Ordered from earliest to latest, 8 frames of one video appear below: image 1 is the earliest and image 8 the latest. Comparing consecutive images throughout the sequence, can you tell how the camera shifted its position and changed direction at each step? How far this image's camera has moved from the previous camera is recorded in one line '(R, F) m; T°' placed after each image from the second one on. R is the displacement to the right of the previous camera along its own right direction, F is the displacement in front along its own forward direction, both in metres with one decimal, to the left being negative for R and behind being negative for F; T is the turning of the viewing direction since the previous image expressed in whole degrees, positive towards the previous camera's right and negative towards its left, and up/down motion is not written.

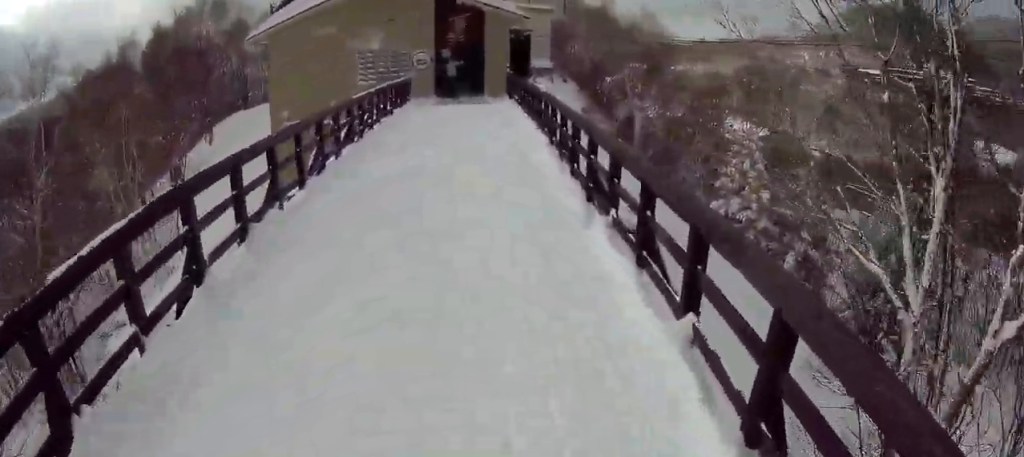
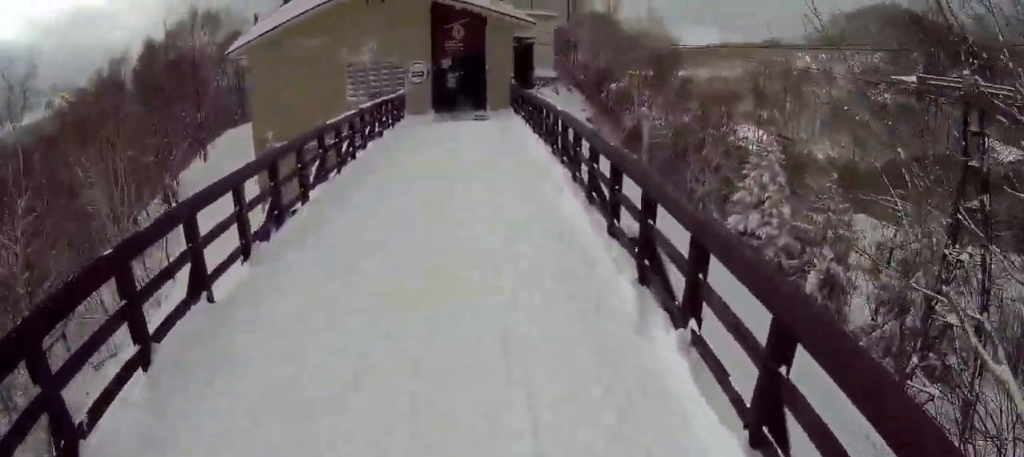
(0.0, +0.8) m; -9°
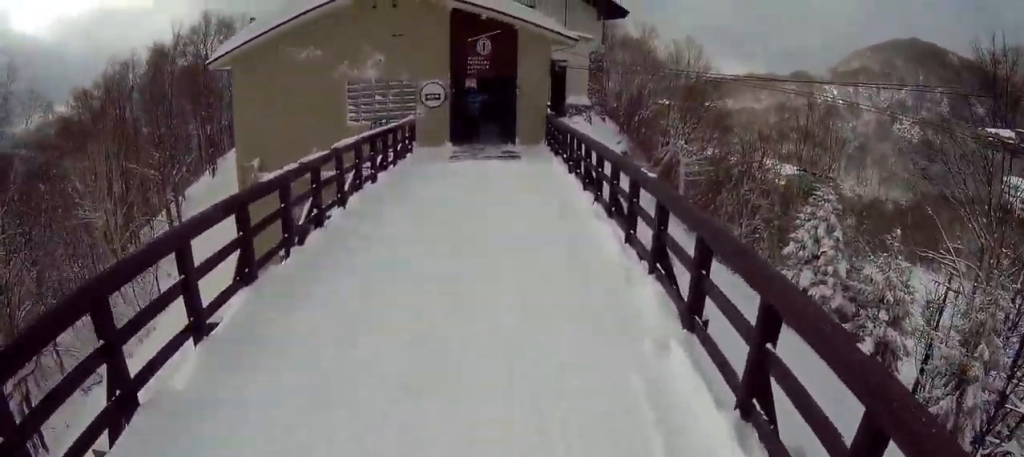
(-0.3, +2.2) m; +7°
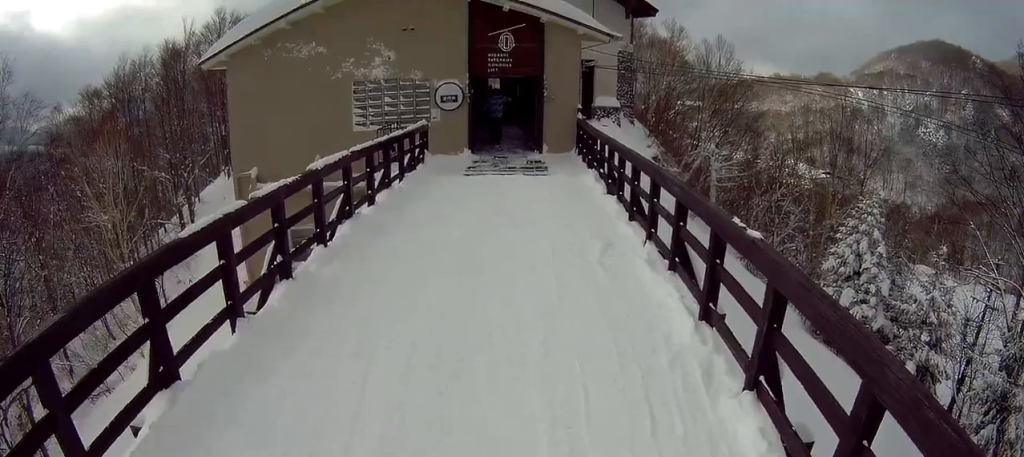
(0.0, +1.4) m; +3°
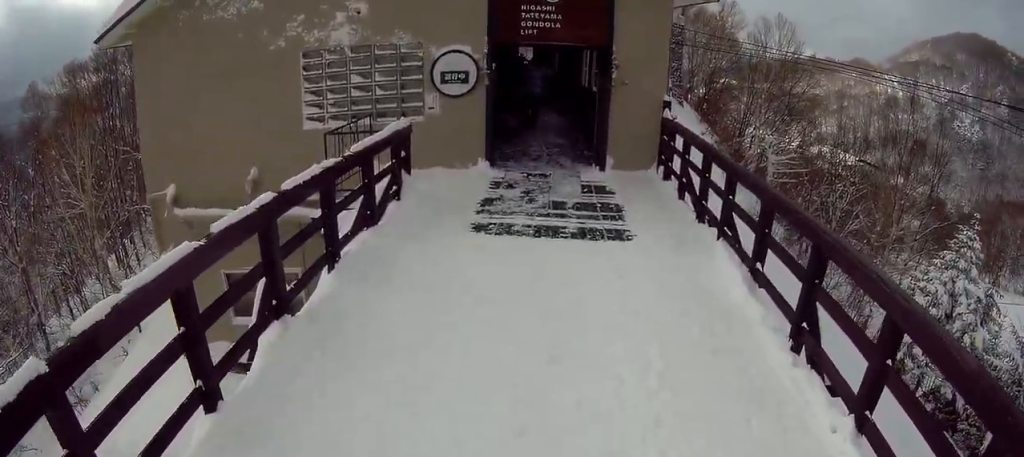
(-0.9, +7.0) m; -22°
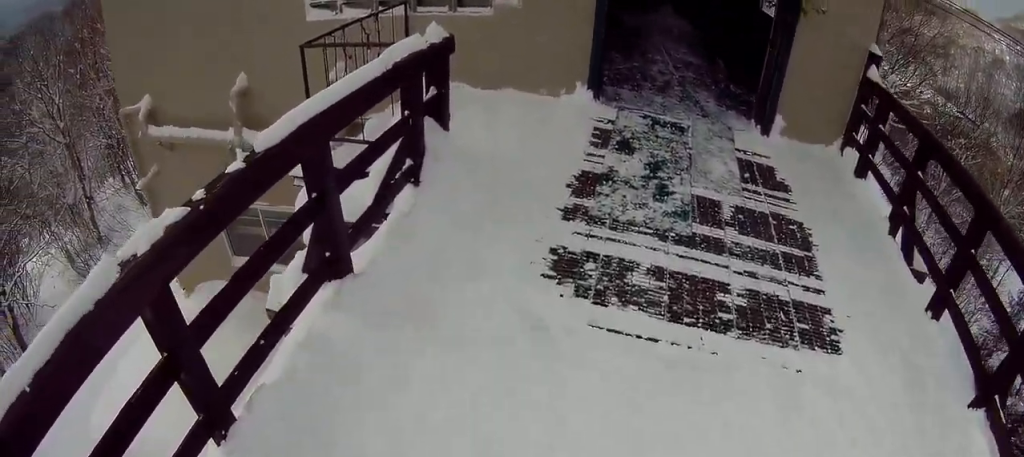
(-1.7, +8.8) m; -33°
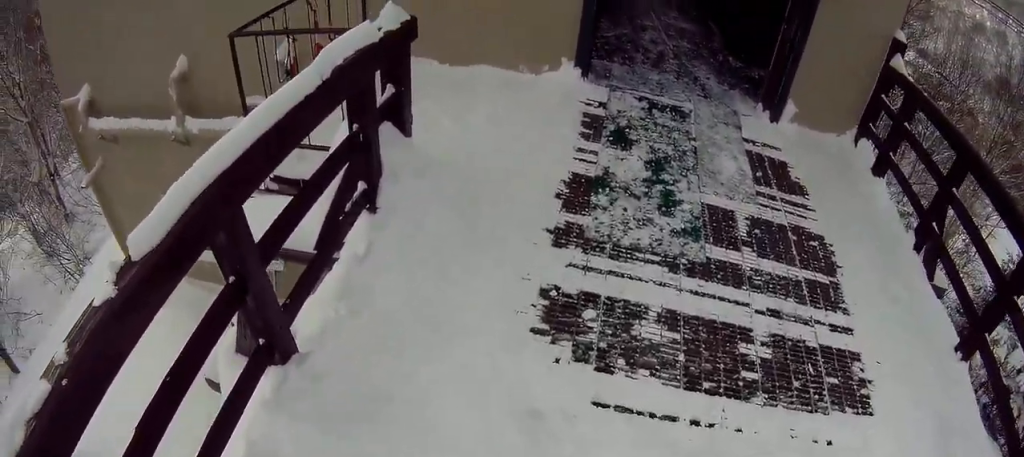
(-0.9, +3.6) m; -12°
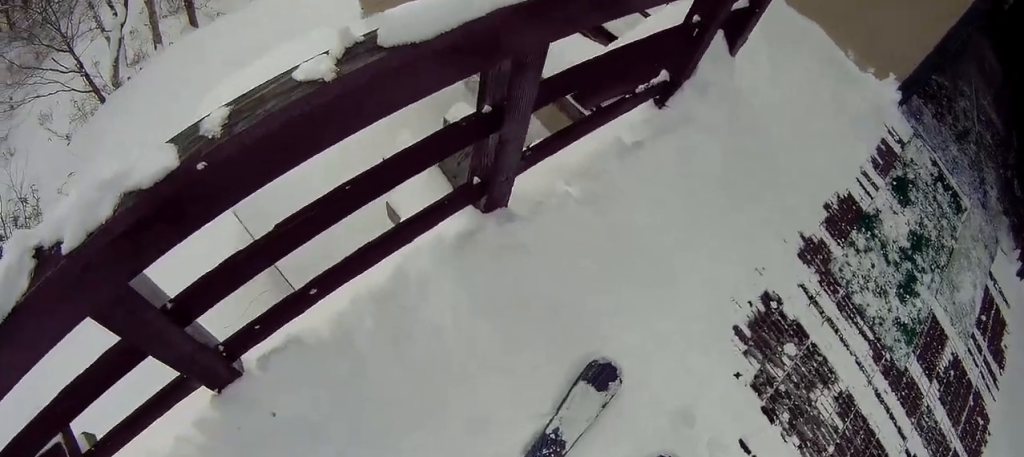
(-0.1, +2.8) m; -2°
